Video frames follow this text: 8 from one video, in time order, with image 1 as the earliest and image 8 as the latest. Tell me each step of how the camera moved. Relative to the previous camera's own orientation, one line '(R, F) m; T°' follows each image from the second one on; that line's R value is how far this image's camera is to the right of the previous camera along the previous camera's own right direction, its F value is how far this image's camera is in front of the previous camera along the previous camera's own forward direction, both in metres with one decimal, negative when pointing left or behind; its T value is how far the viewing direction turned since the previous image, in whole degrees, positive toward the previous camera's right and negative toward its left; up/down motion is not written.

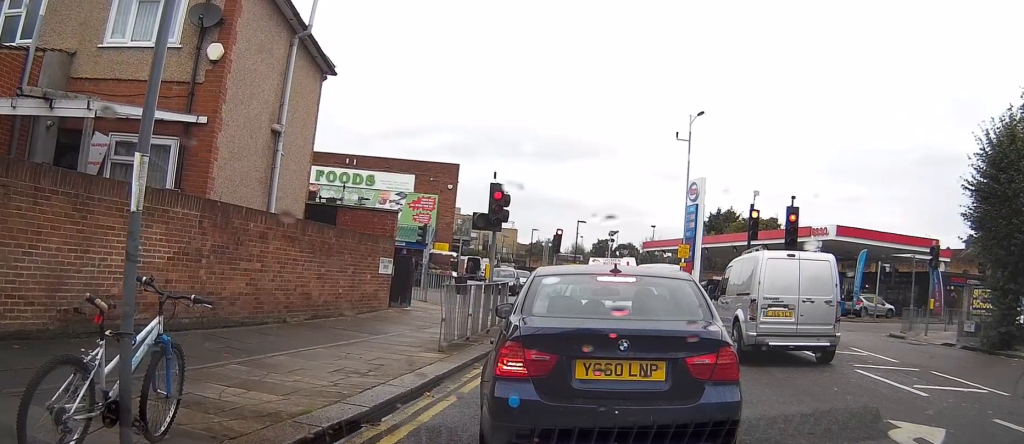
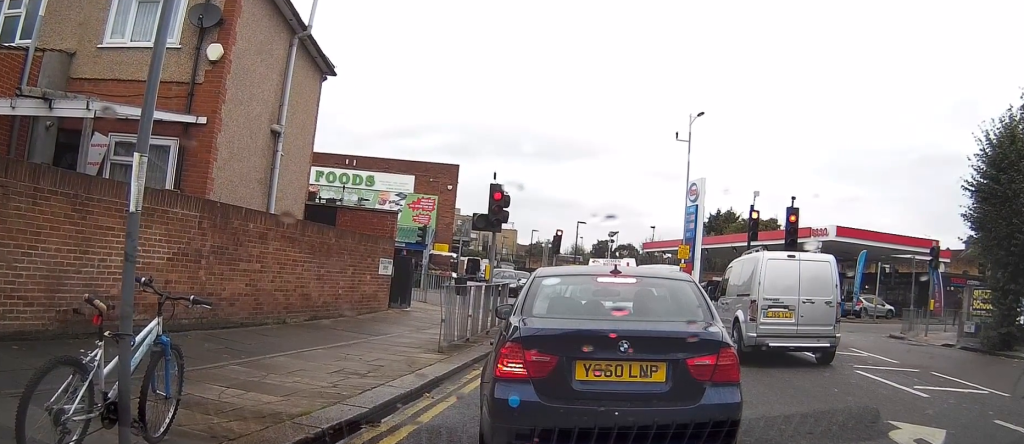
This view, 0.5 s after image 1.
(0.0, 0.0) m; 0°
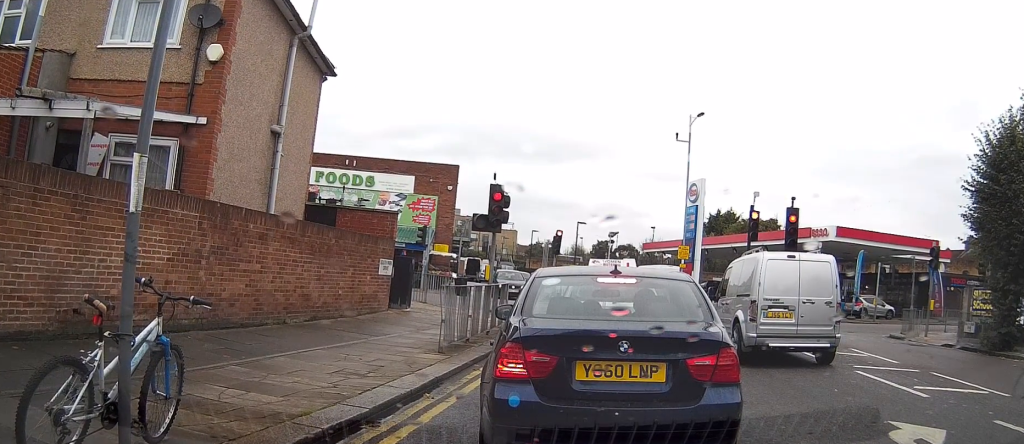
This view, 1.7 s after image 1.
(0.0, 0.0) m; 0°
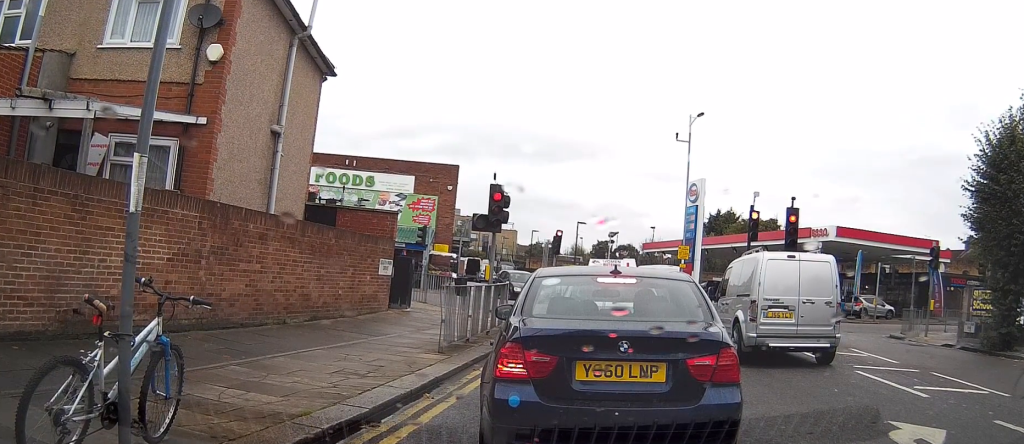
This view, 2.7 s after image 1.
(0.0, 0.0) m; 0°
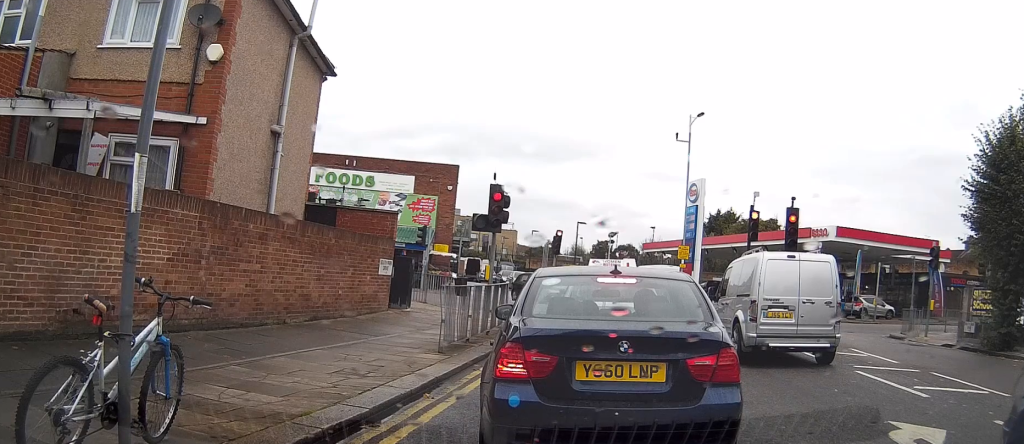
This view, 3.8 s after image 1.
(0.0, 0.0) m; 0°
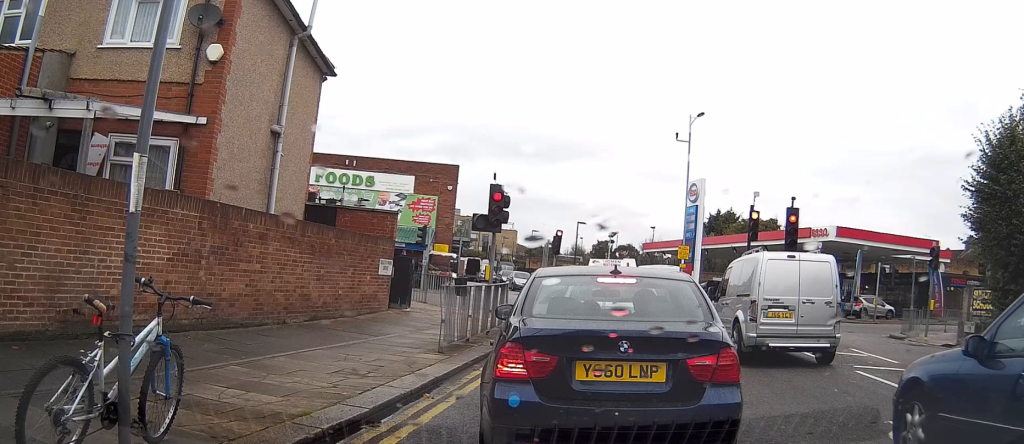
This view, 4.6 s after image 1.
(0.0, 0.0) m; 0°
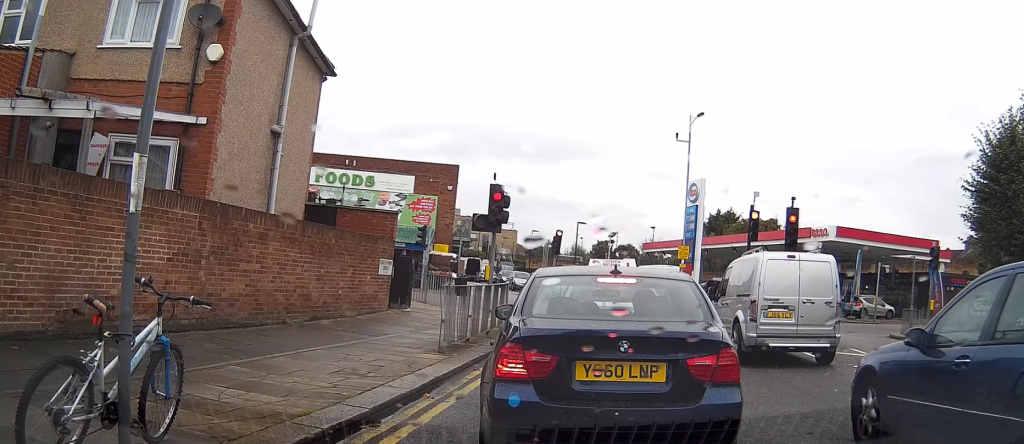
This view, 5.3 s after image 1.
(0.0, 0.0) m; 0°
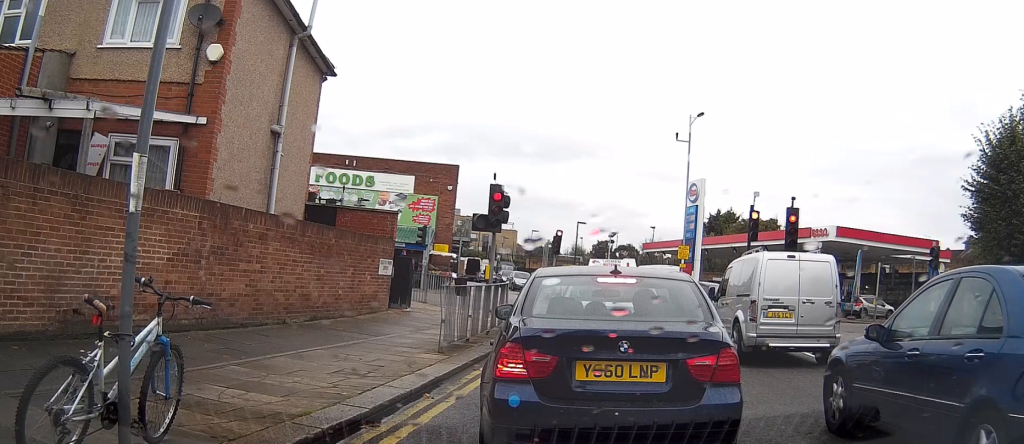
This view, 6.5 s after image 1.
(0.0, 0.0) m; 0°
